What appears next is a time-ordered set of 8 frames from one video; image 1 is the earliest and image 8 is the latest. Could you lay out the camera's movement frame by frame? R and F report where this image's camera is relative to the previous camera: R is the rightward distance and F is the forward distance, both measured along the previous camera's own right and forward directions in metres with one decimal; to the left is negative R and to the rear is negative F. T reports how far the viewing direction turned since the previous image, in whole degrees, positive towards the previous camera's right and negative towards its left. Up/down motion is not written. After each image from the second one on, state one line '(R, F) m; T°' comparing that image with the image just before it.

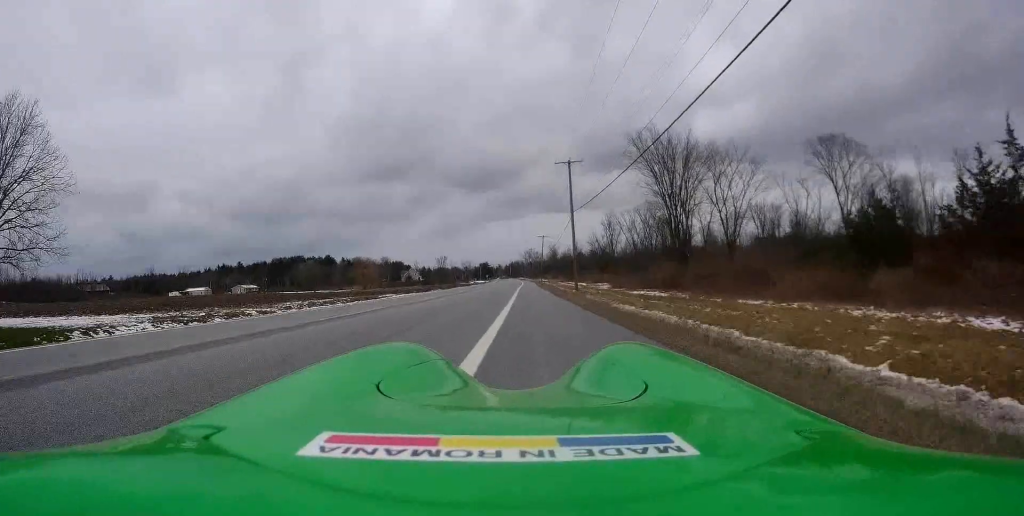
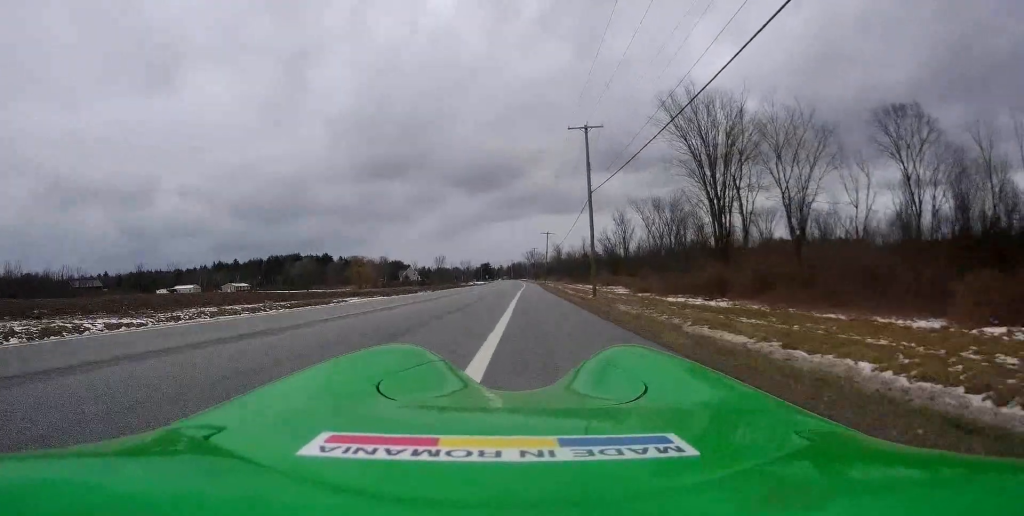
(-0.1, +11.8) m; 0°
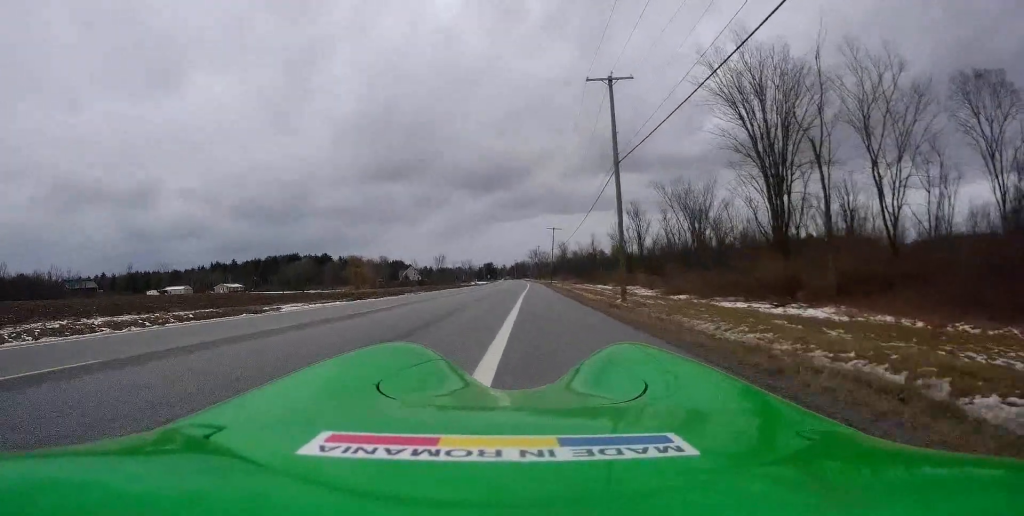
(+0.1, +10.5) m; +1°
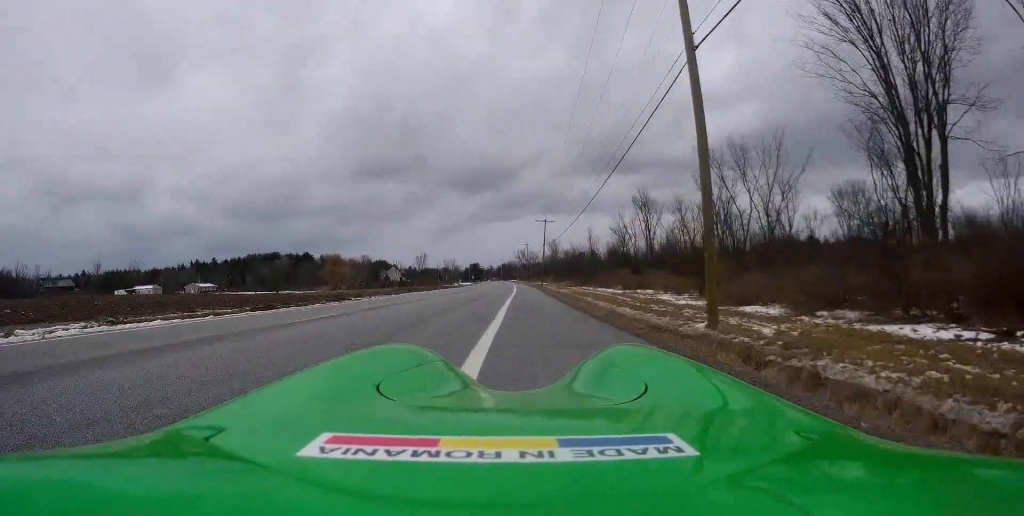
(+0.2, +15.5) m; +1°
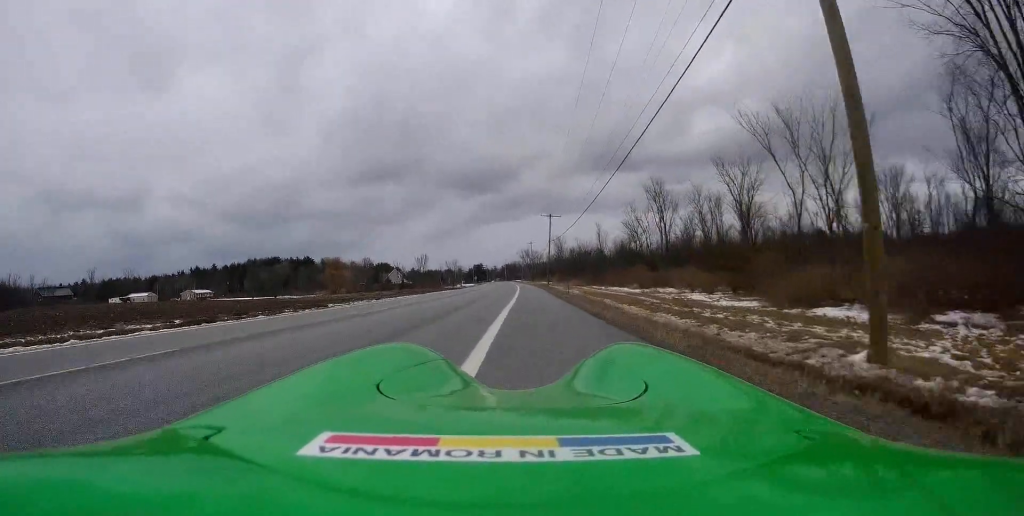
(0.0, +6.8) m; 0°
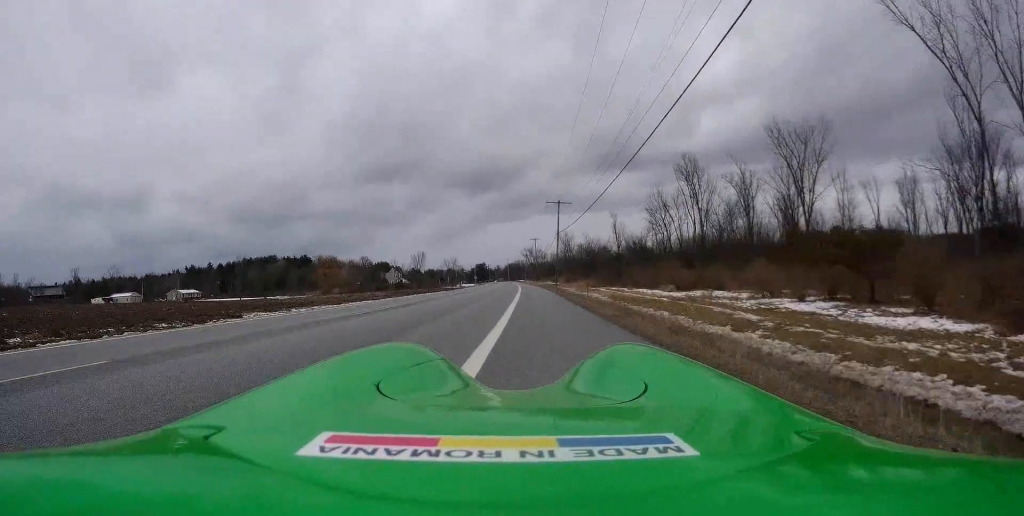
(-0.2, +13.6) m; 0°
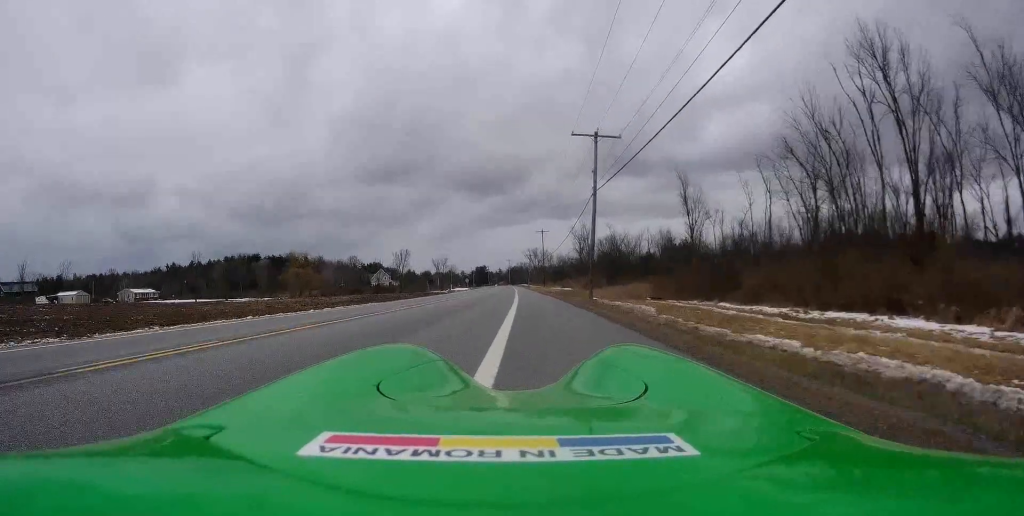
(+0.4, +33.6) m; -1°
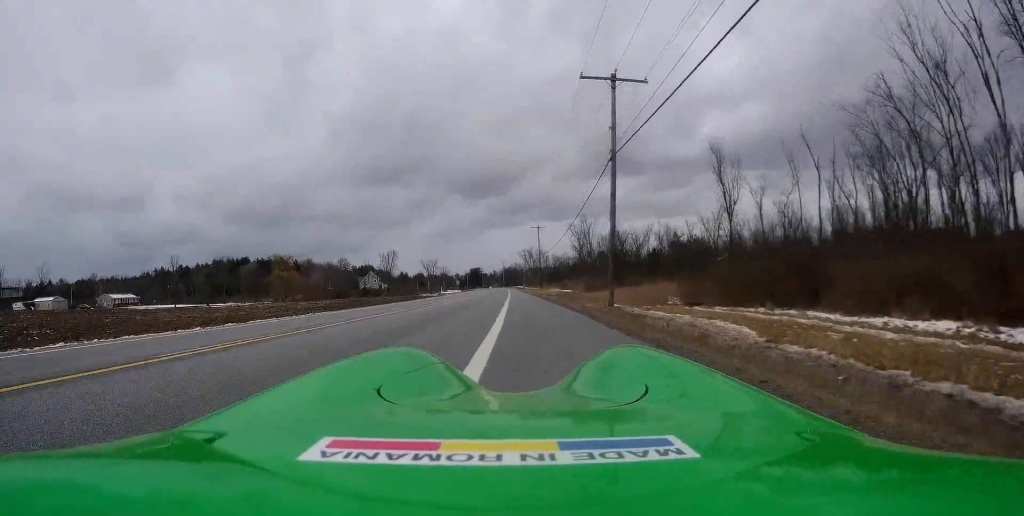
(-0.1, +10.0) m; -1°
